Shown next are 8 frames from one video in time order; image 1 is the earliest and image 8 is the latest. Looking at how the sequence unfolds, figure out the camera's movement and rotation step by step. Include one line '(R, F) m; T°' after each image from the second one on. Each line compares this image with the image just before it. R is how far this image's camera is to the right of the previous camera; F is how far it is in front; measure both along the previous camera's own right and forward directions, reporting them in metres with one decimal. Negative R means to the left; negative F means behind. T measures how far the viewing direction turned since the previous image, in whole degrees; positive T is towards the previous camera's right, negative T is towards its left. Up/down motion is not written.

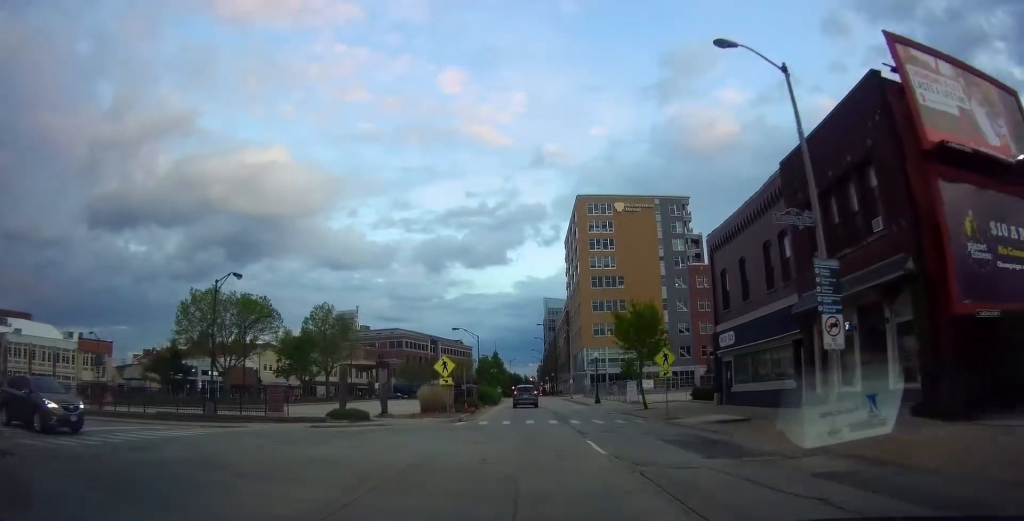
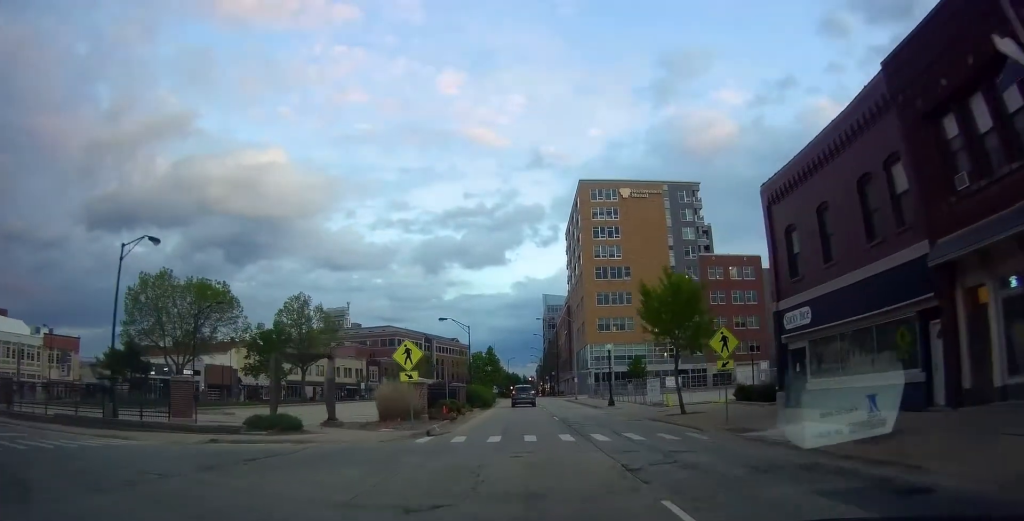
(0.0, +8.1) m; 0°
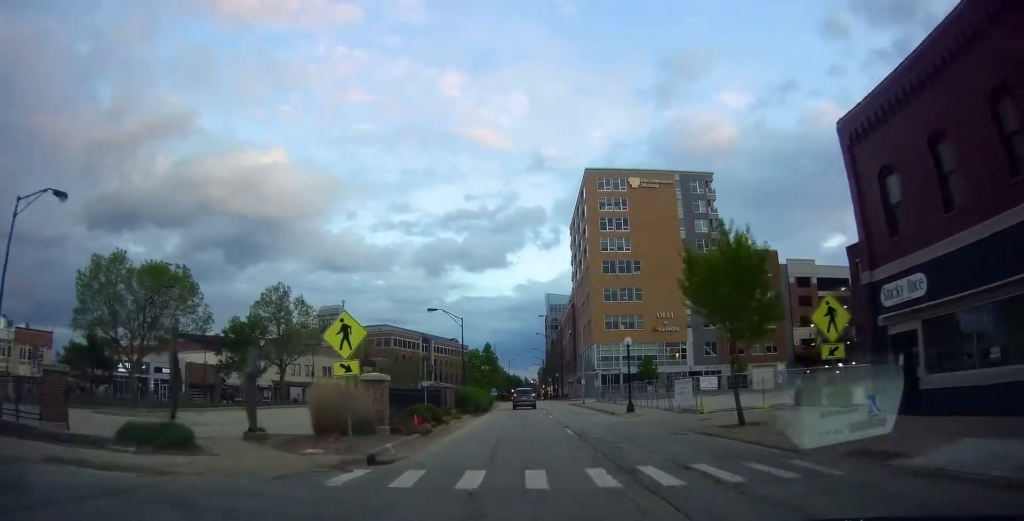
(0.0, +7.0) m; 0°
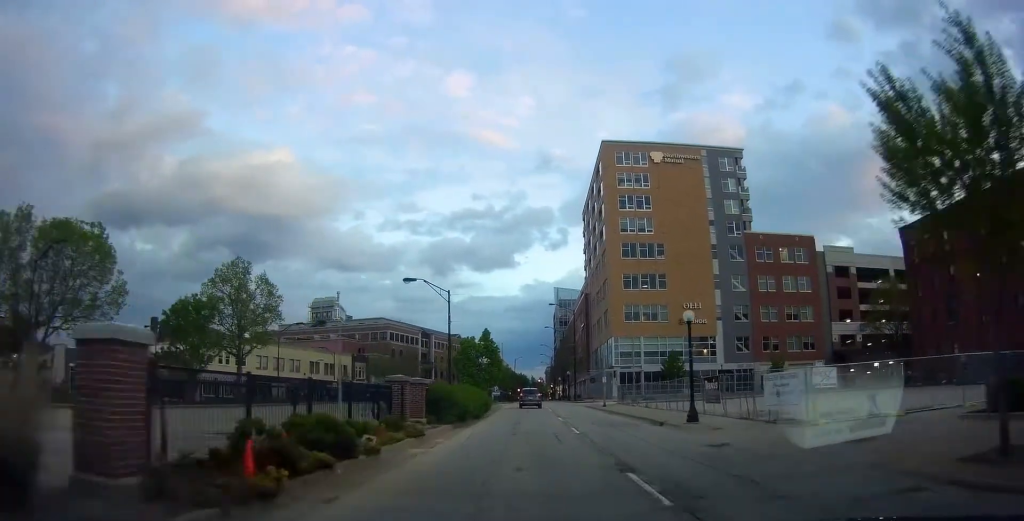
(0.0, +11.4) m; 0°
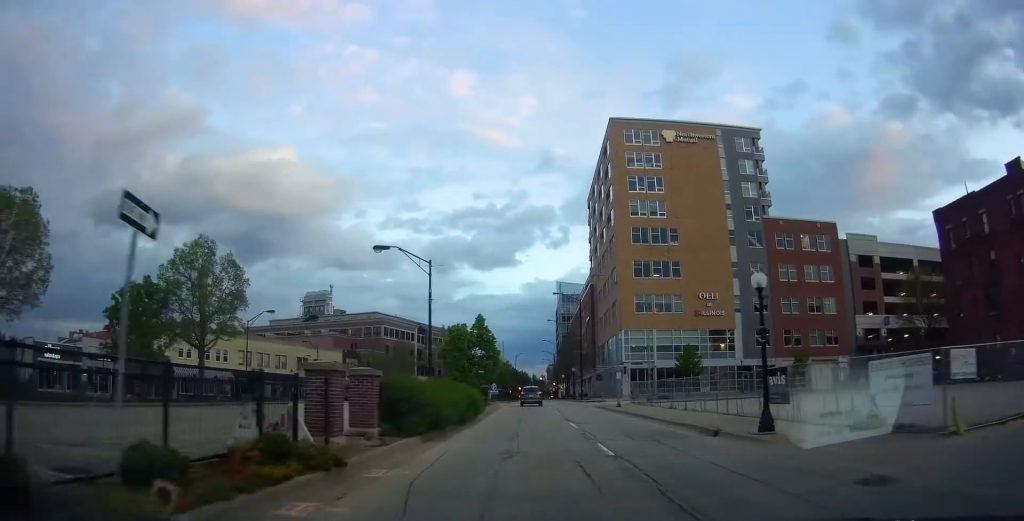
(0.0, +7.1) m; 0°
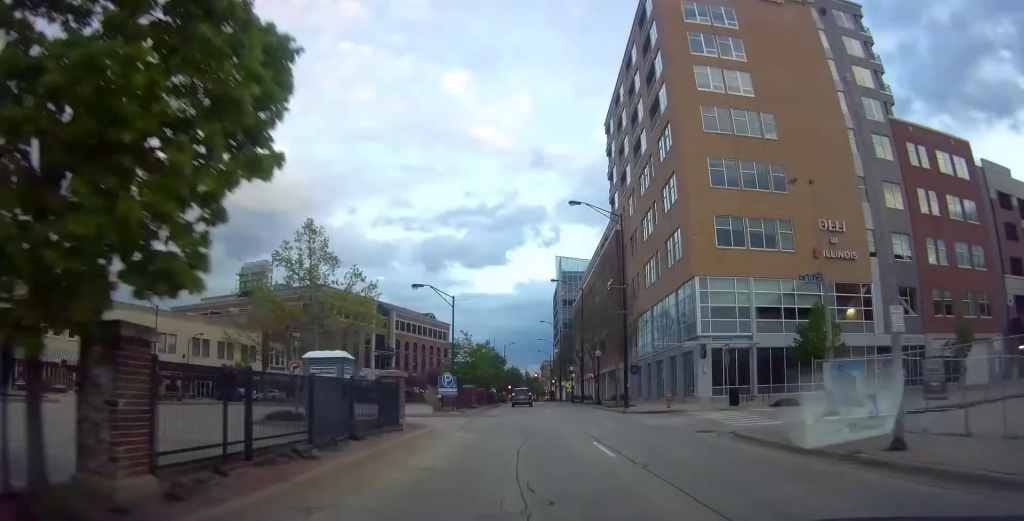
(0.0, +34.1) m; 0°
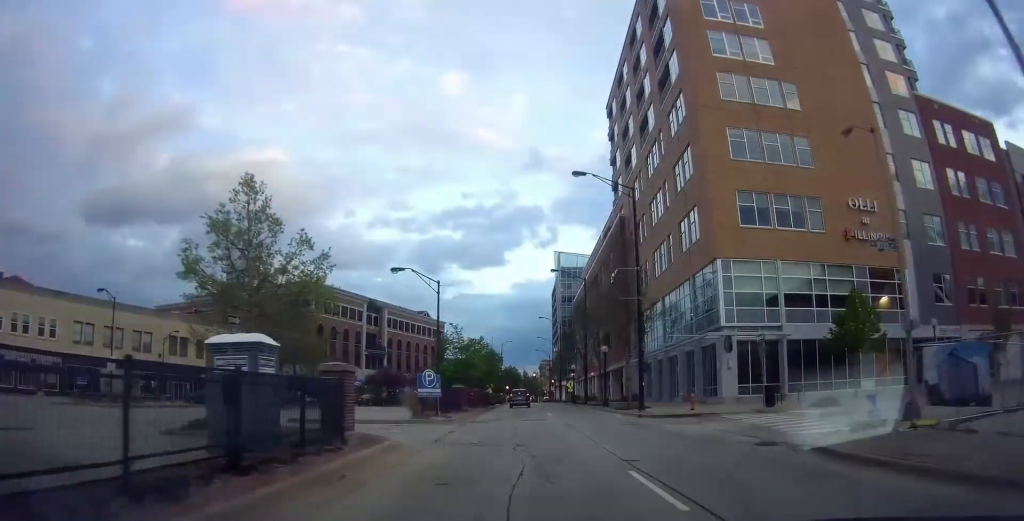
(0.0, +5.3) m; 0°
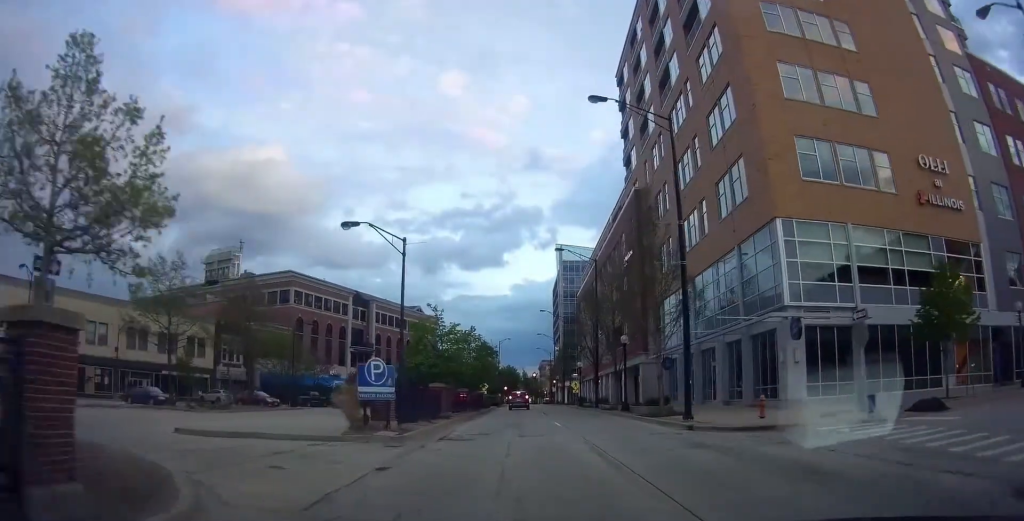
(0.0, +8.5) m; +2°
